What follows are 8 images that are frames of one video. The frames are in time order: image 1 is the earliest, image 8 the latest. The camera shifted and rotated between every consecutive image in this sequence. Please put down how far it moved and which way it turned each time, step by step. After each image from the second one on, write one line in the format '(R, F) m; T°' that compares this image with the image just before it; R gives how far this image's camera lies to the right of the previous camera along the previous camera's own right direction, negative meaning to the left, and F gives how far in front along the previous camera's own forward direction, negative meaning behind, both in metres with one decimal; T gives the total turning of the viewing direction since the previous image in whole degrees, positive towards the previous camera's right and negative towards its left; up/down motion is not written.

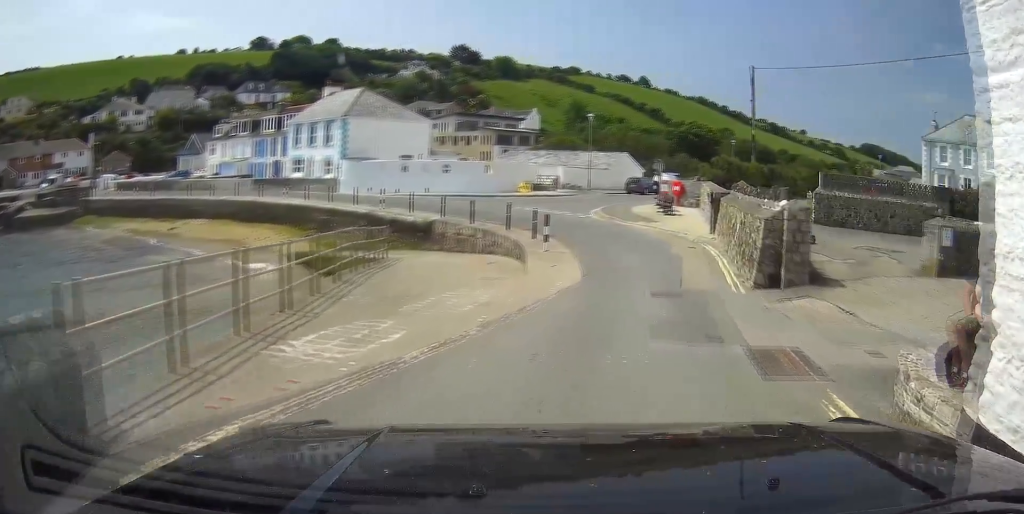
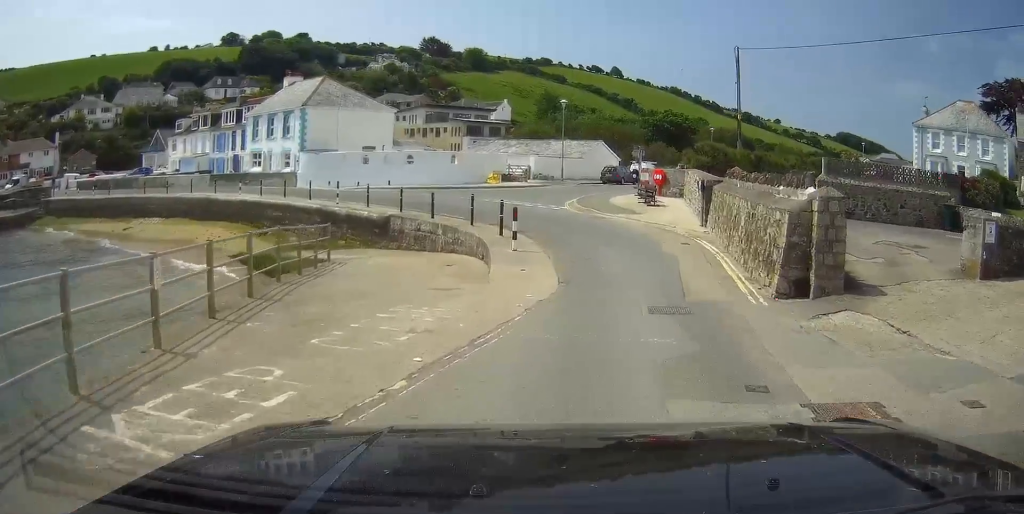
(0.0, +3.5) m; +3°
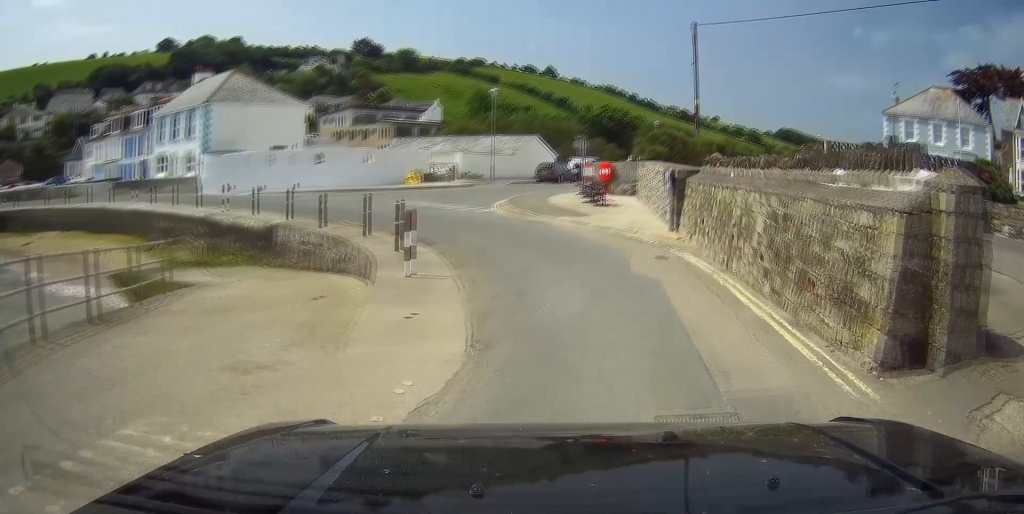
(+0.3, +6.4) m; +3°
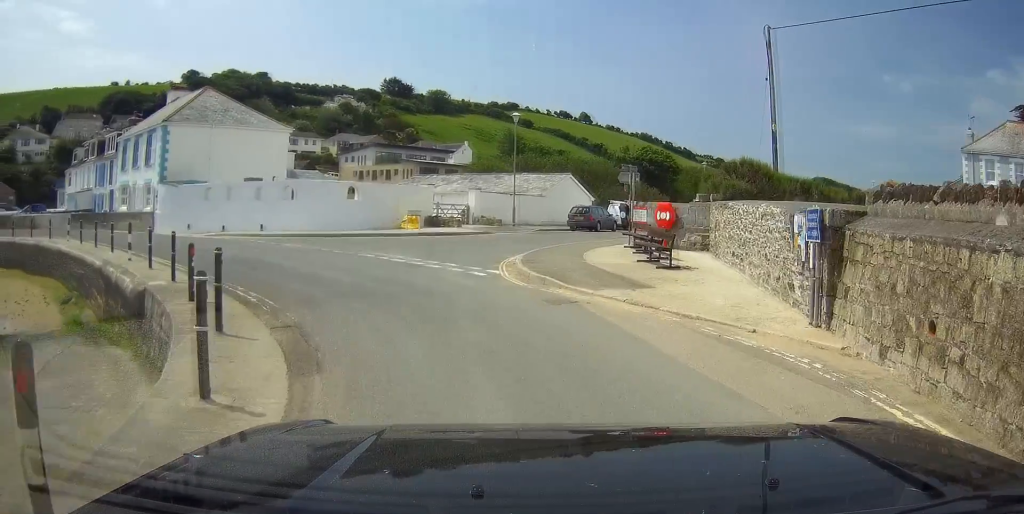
(+0.1, +8.2) m; -6°
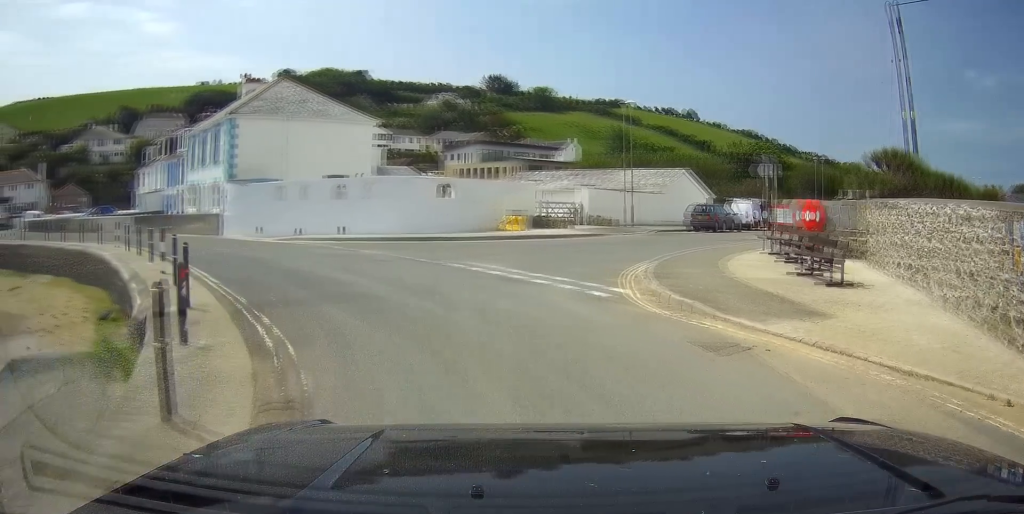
(-0.3, +3.1) m; -8°
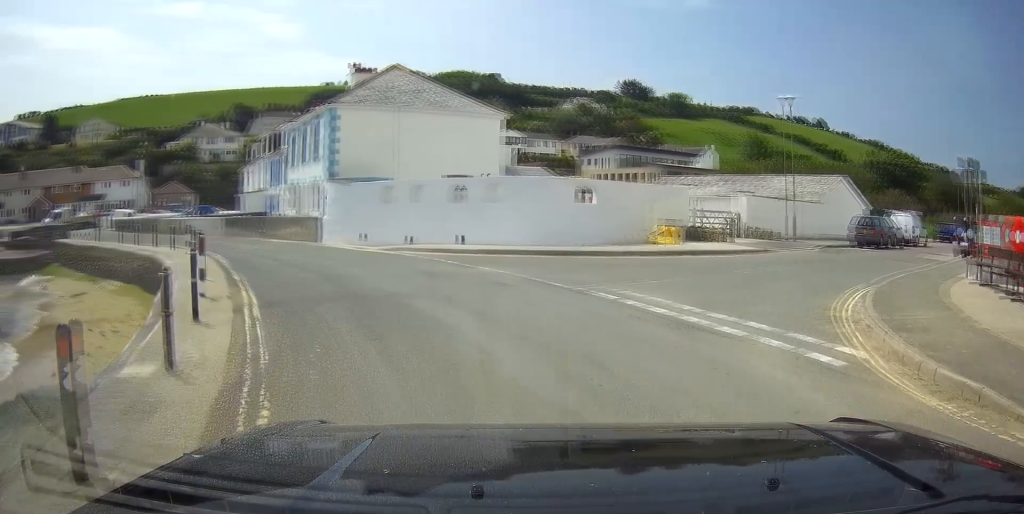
(-0.4, +4.3) m; -10°
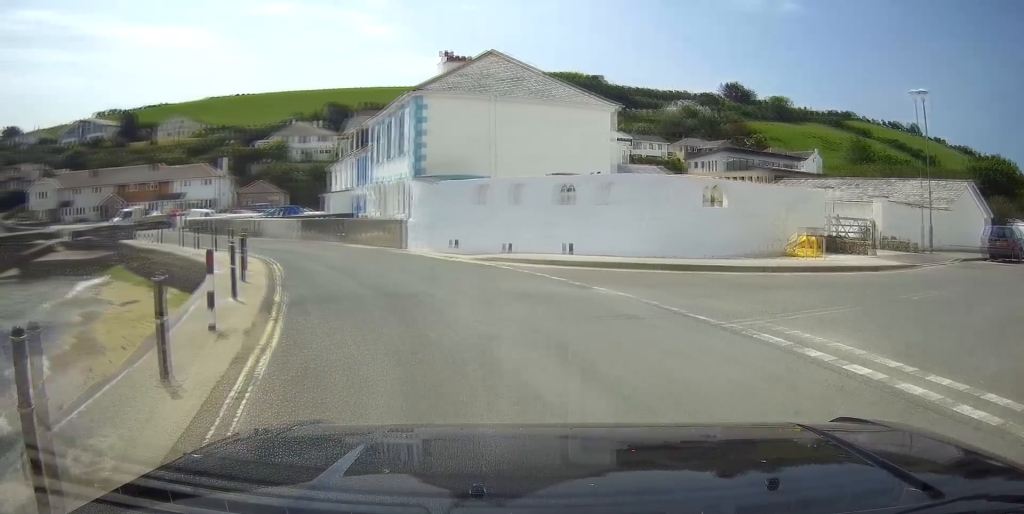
(-0.1, +4.2) m; -8°
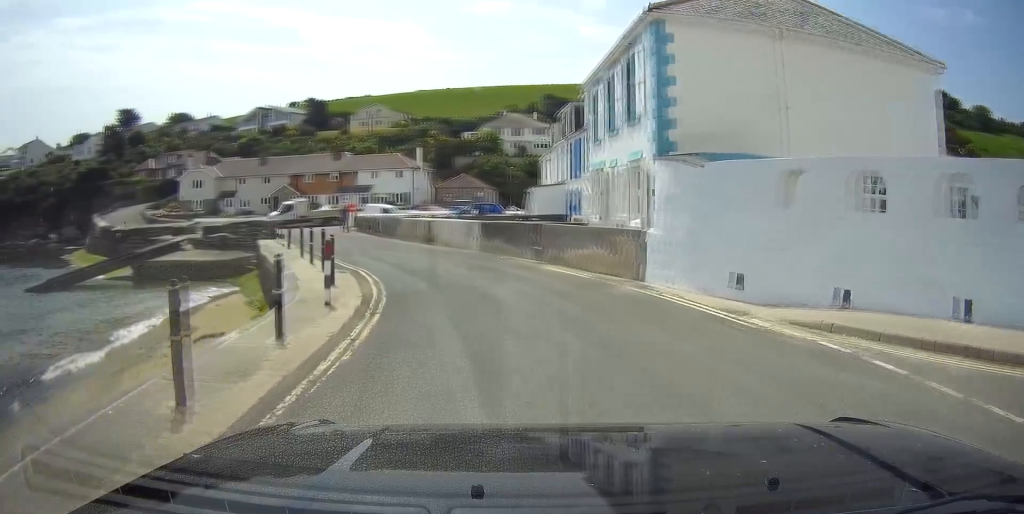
(-2.3, +11.1) m; -20°
